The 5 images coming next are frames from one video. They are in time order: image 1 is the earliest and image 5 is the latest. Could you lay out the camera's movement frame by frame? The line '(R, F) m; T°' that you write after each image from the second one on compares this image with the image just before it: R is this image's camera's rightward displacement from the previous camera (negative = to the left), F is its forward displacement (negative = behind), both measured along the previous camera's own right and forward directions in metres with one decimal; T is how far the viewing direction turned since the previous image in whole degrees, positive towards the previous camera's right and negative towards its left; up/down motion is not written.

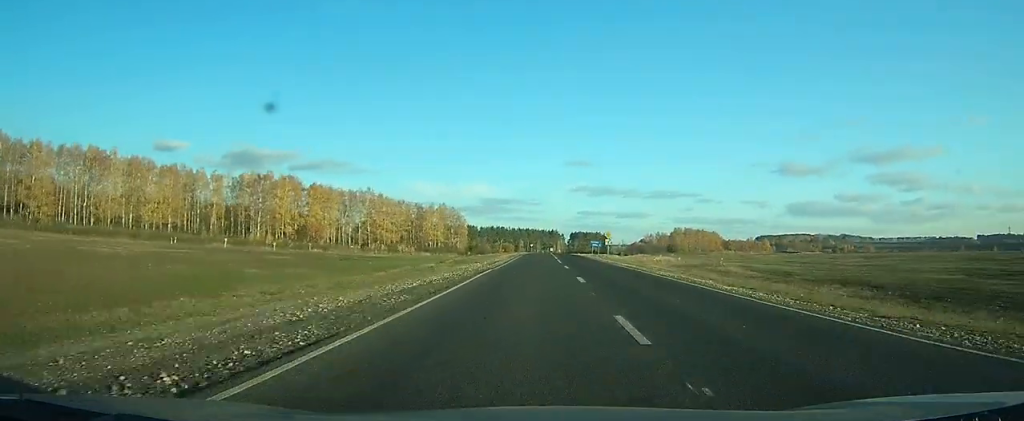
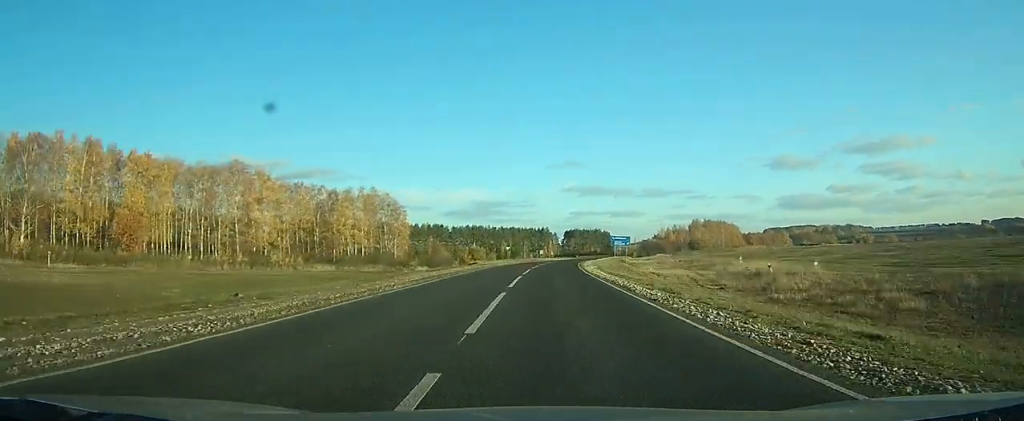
(+1.1, +81.2) m; +2°
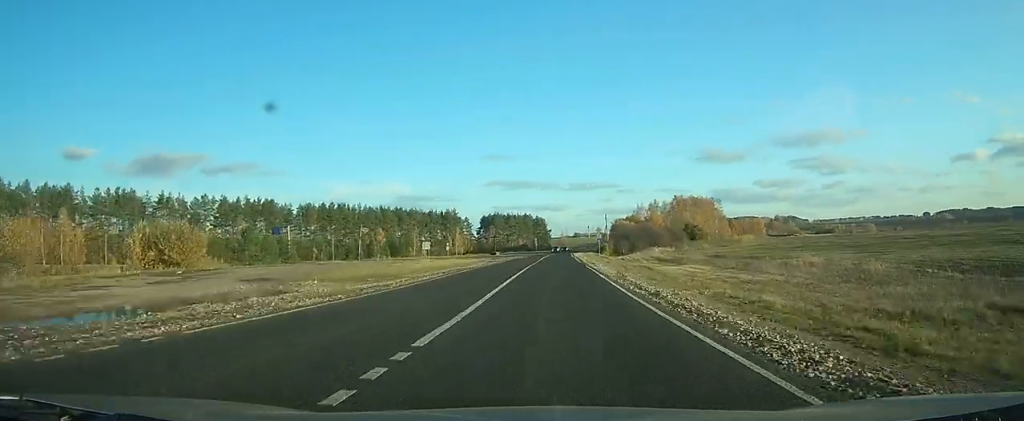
(+6.5, +125.5) m; +6°
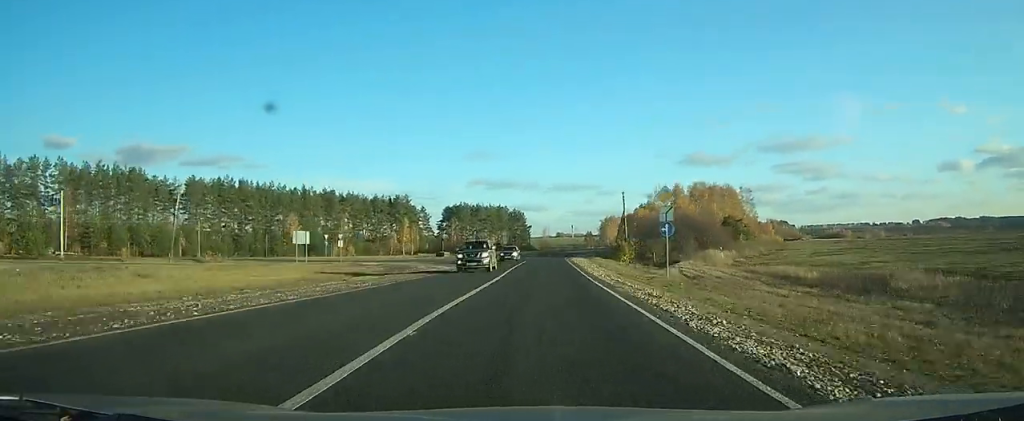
(+1.2, +57.9) m; +2°
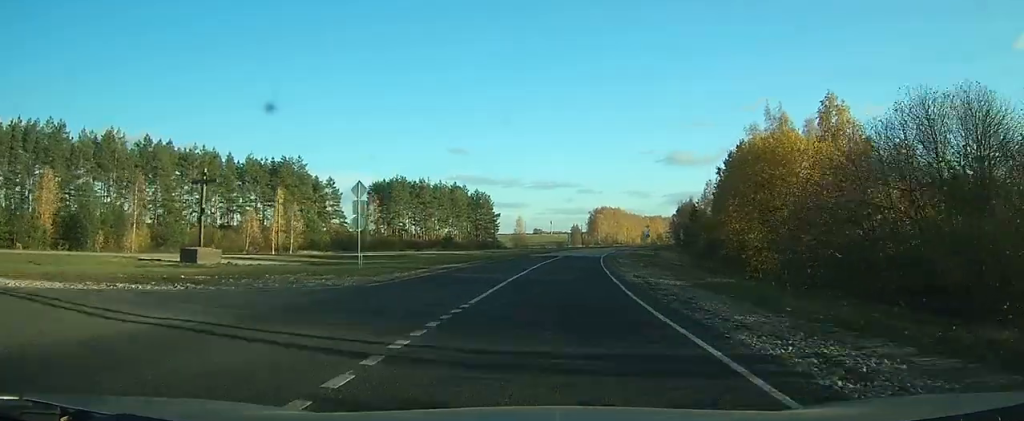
(+2.4, +72.2) m; +4°
